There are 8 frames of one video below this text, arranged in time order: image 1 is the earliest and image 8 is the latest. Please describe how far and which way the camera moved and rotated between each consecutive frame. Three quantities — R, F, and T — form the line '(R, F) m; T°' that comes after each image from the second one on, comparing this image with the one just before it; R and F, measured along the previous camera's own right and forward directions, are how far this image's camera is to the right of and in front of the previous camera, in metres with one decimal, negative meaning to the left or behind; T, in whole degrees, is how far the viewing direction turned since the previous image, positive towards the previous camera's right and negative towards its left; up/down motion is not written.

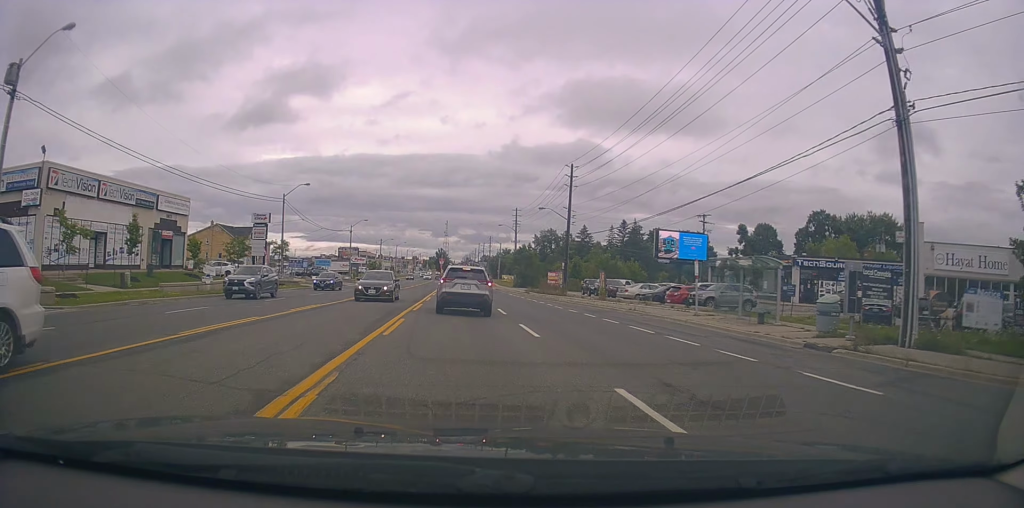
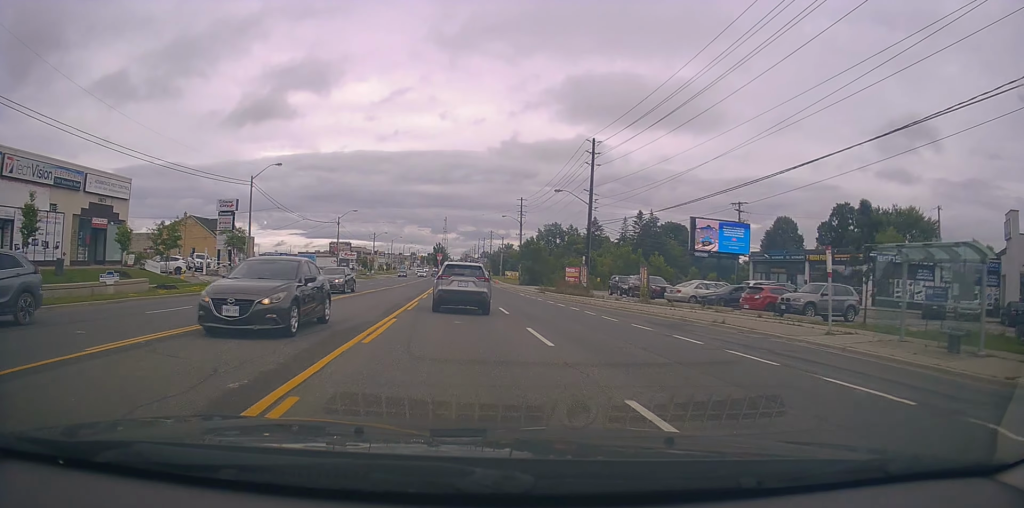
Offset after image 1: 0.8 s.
(+0.1, +11.0) m; 0°
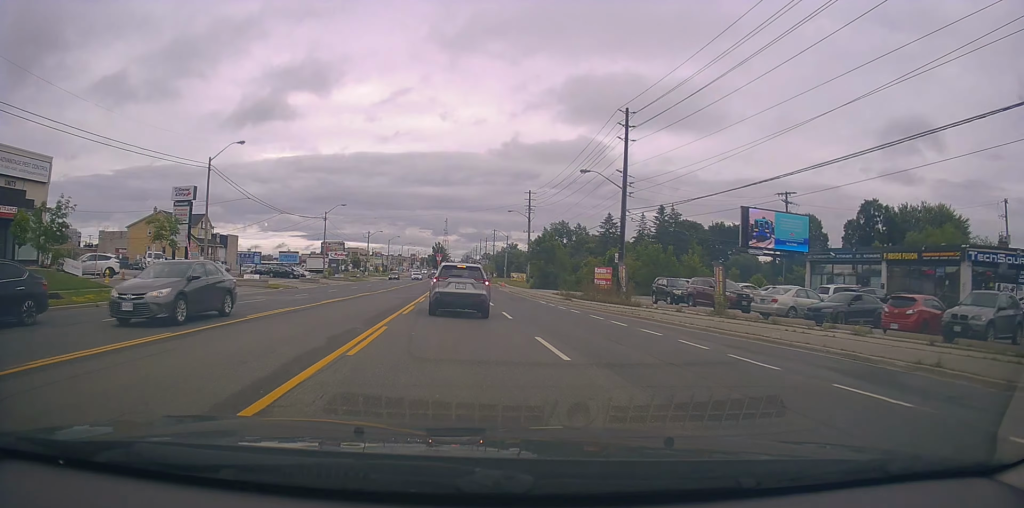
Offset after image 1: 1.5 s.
(-0.1, +10.8) m; 0°
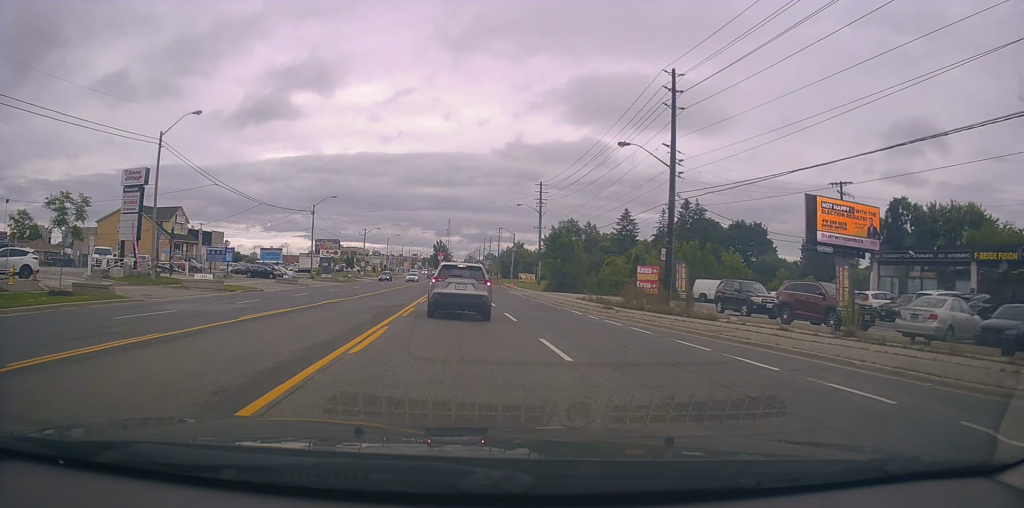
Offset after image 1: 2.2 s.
(0.0, +9.2) m; 0°
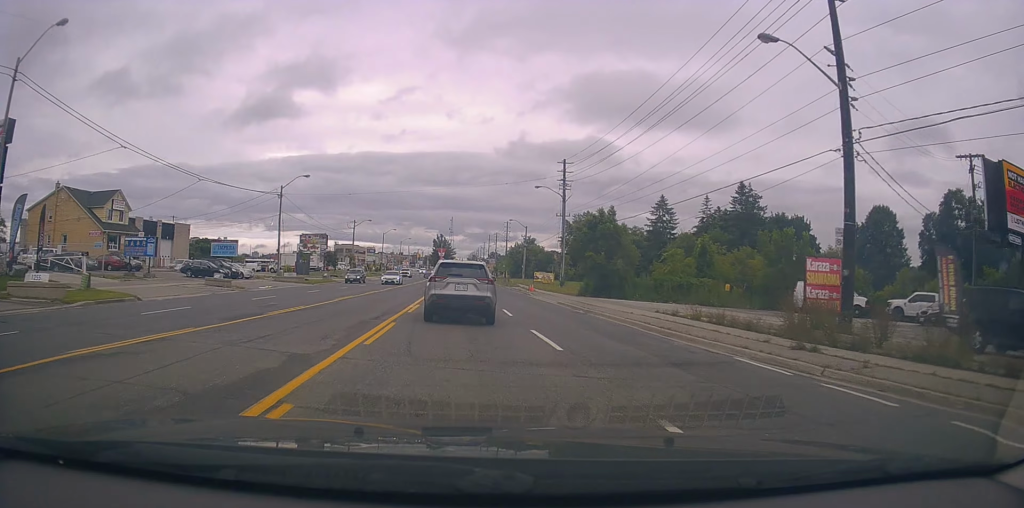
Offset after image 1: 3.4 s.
(+0.2, +16.3) m; +1°
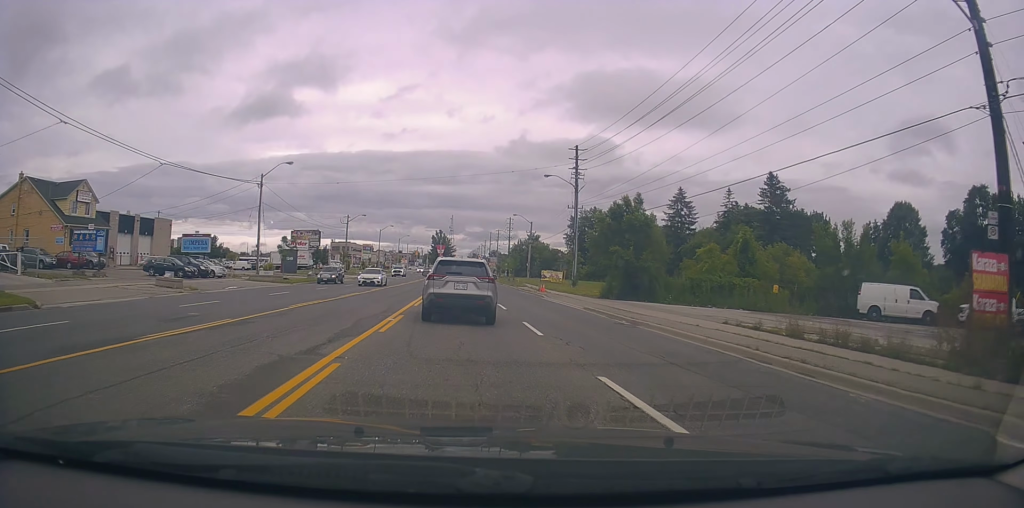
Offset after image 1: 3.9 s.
(0.0, +7.0) m; 0°
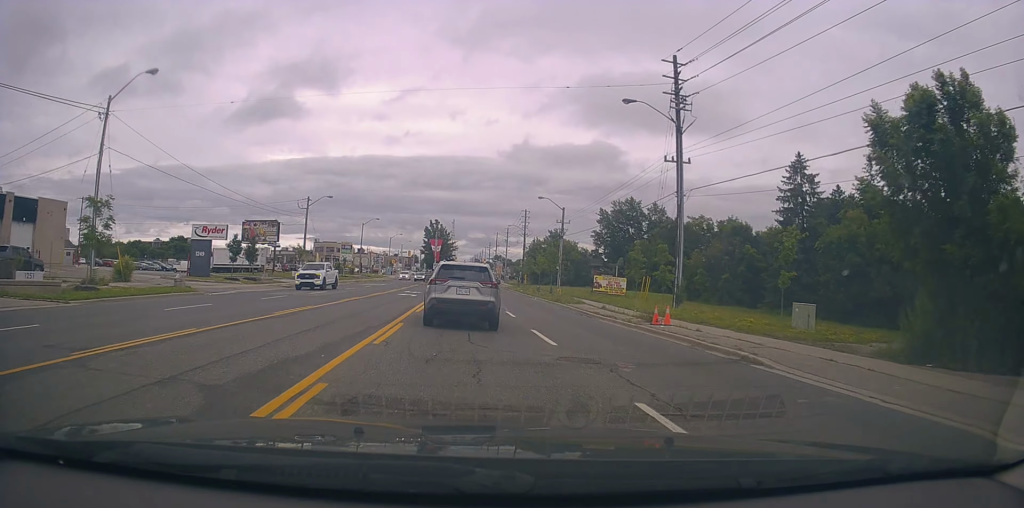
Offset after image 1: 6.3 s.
(+0.5, +29.1) m; +2°
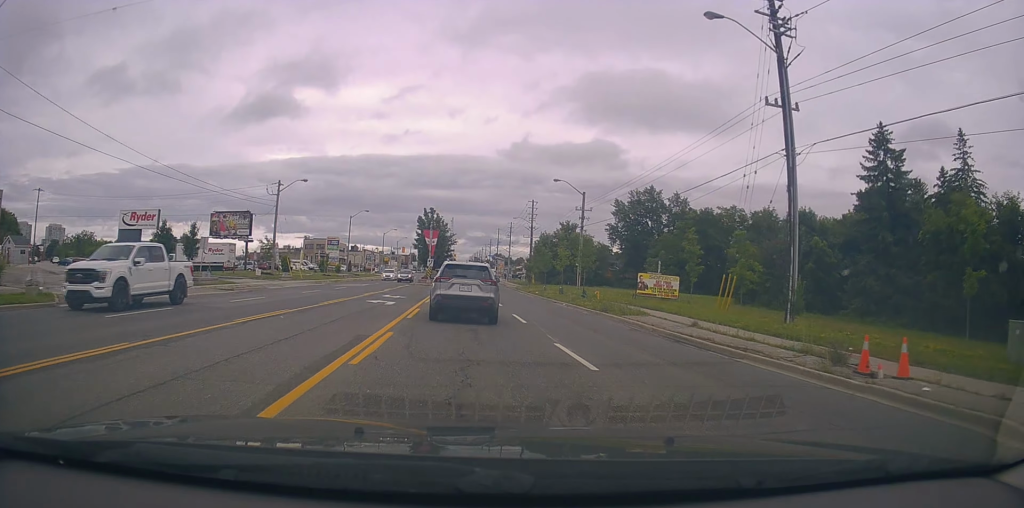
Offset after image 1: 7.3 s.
(-0.2, +12.0) m; -4°
